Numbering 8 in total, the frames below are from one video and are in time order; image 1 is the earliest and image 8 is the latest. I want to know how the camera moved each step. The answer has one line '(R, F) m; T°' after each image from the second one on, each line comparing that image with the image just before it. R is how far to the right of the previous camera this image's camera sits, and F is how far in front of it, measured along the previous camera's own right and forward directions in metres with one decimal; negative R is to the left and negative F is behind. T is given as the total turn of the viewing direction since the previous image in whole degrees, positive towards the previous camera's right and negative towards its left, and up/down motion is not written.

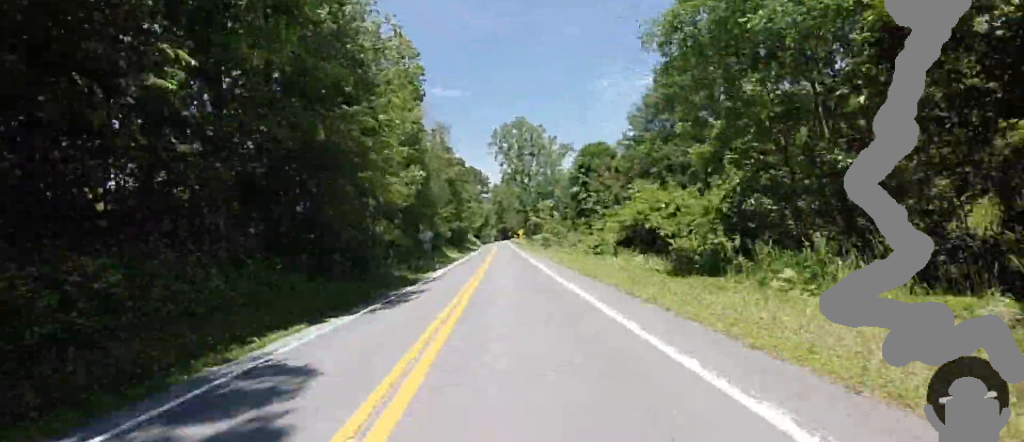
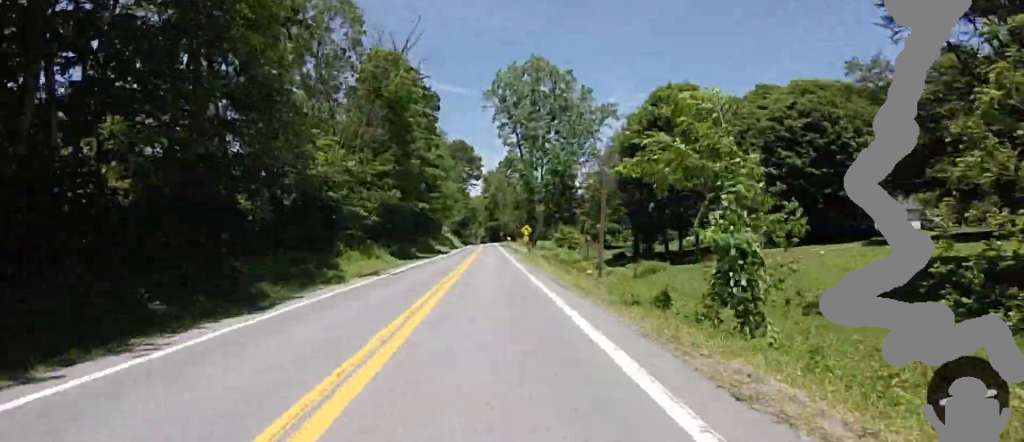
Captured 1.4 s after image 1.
(-0.8, +38.9) m; -2°
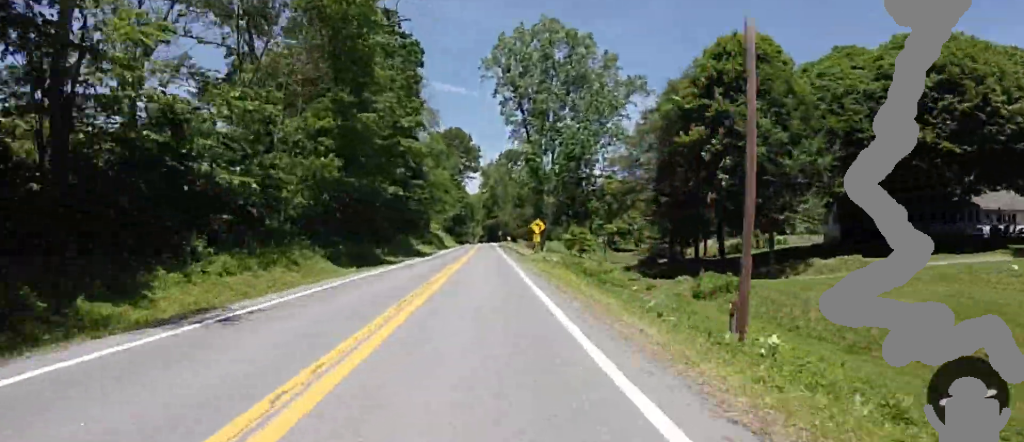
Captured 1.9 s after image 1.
(-0.1, +12.6) m; +1°
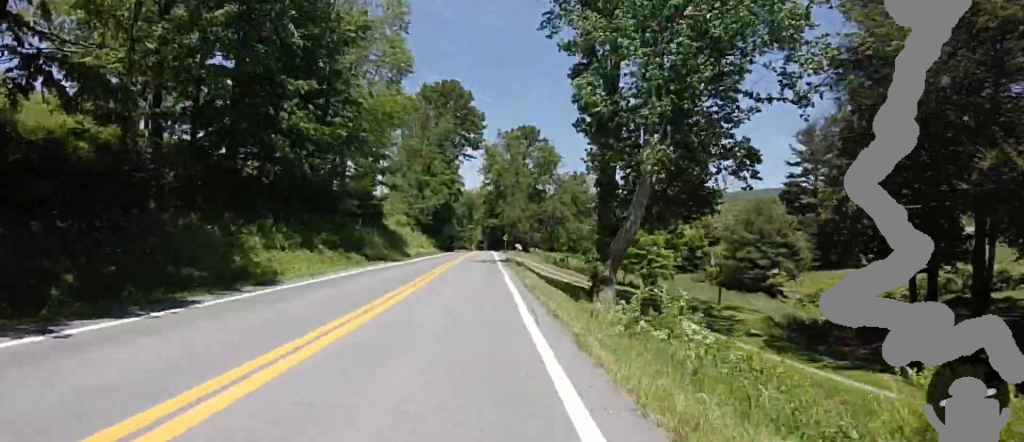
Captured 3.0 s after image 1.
(+0.5, +31.1) m; +2°
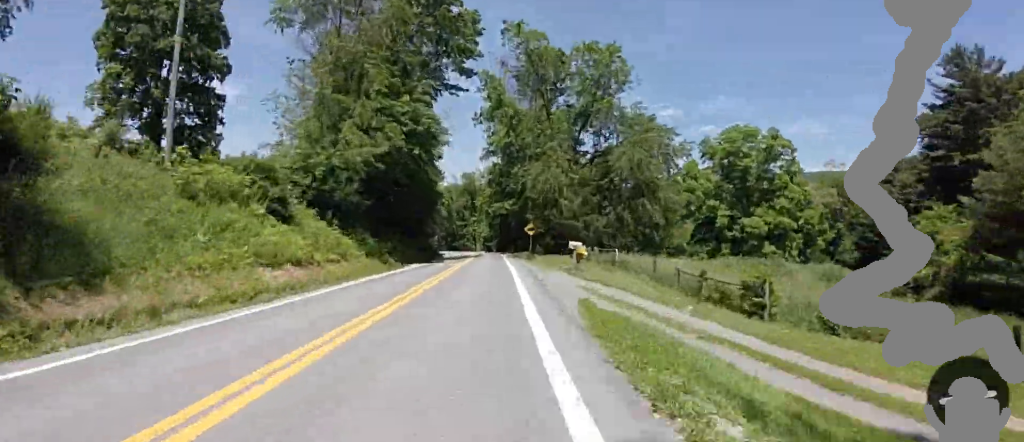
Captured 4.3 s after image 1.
(-0.1, +33.8) m; -6°
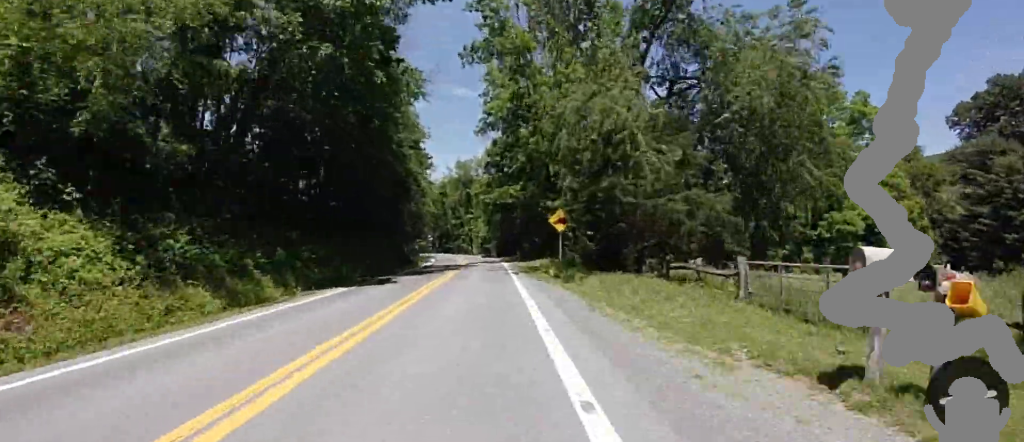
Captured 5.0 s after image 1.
(-1.7, +16.1) m; -4°
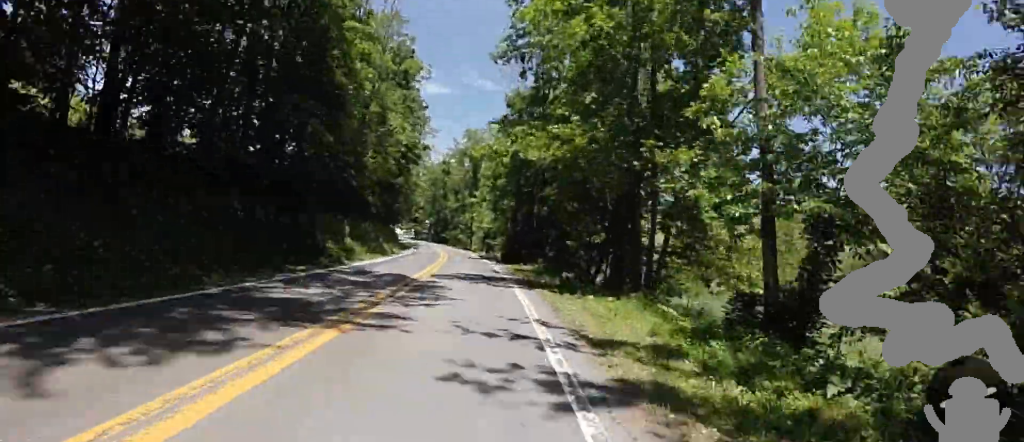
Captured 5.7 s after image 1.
(-0.6, +18.5) m; -2°
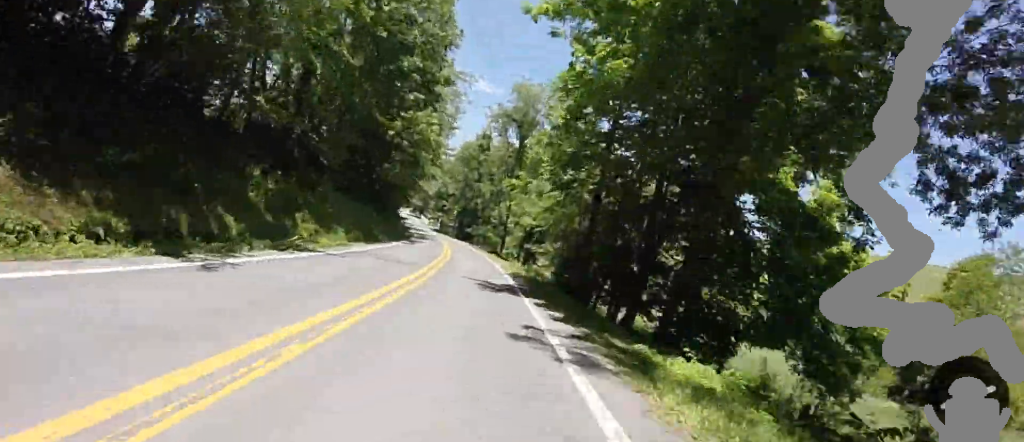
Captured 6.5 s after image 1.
(0.0, +20.8) m; -1°
